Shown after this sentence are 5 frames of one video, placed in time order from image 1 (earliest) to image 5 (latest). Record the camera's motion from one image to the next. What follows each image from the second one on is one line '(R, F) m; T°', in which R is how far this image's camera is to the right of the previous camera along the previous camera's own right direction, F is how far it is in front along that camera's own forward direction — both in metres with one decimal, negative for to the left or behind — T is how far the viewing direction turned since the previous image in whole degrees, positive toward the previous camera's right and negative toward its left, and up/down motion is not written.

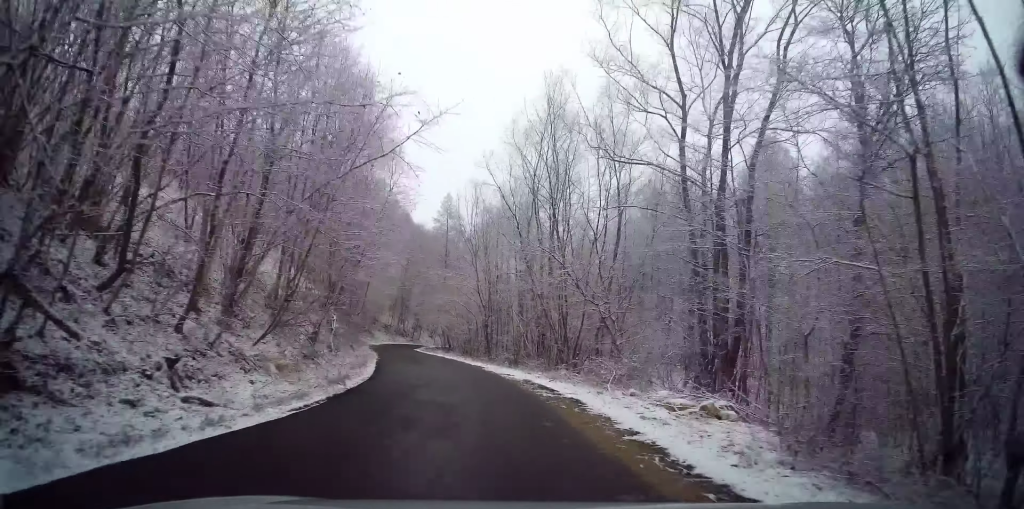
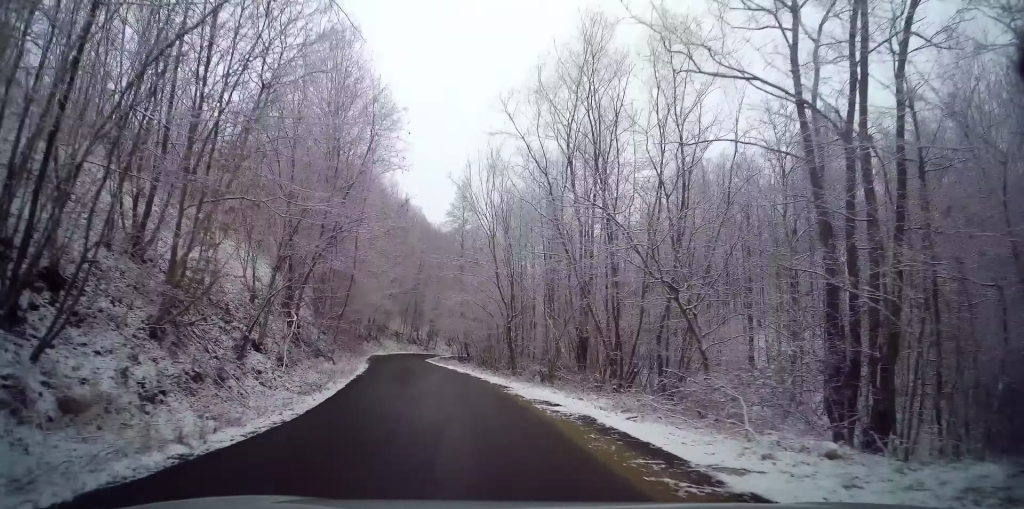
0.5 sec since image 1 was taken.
(+0.4, +8.2) m; -1°
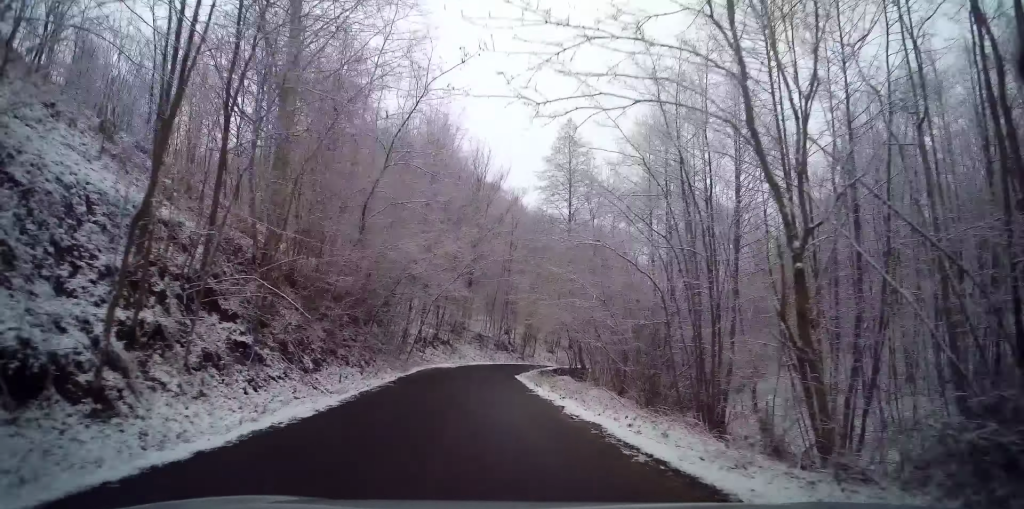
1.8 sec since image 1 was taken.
(-0.7, +20.0) m; -6°
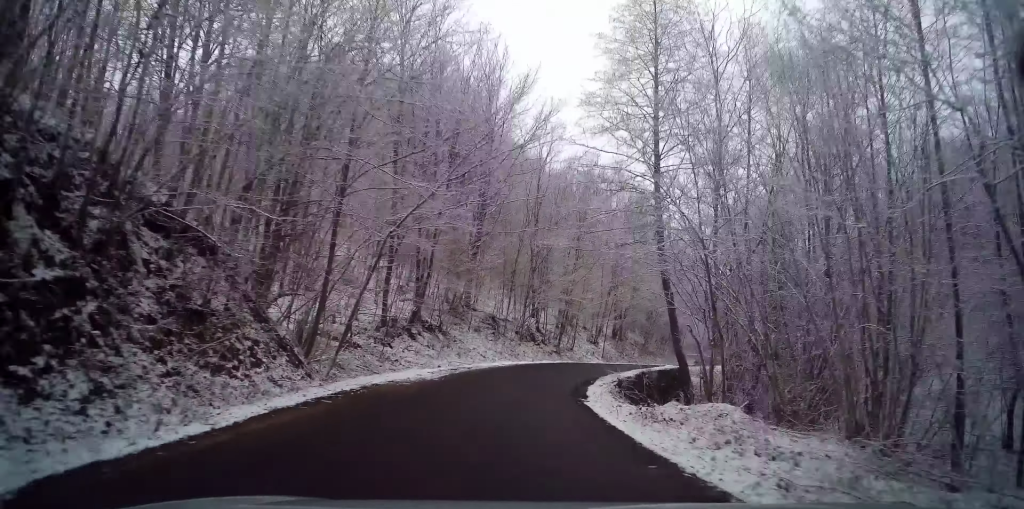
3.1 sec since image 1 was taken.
(-0.8, +19.2) m; -2°
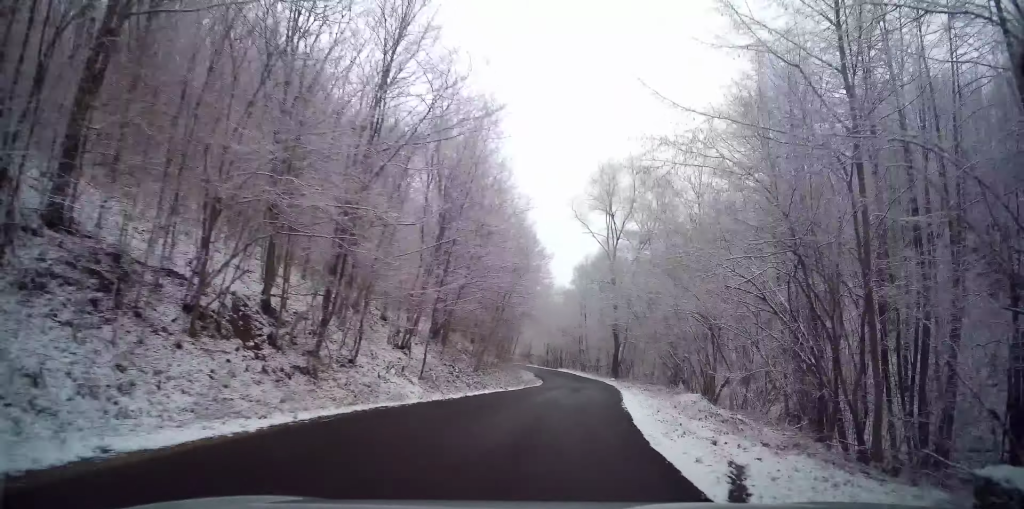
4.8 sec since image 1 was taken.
(+2.2, +25.0) m; +15°
